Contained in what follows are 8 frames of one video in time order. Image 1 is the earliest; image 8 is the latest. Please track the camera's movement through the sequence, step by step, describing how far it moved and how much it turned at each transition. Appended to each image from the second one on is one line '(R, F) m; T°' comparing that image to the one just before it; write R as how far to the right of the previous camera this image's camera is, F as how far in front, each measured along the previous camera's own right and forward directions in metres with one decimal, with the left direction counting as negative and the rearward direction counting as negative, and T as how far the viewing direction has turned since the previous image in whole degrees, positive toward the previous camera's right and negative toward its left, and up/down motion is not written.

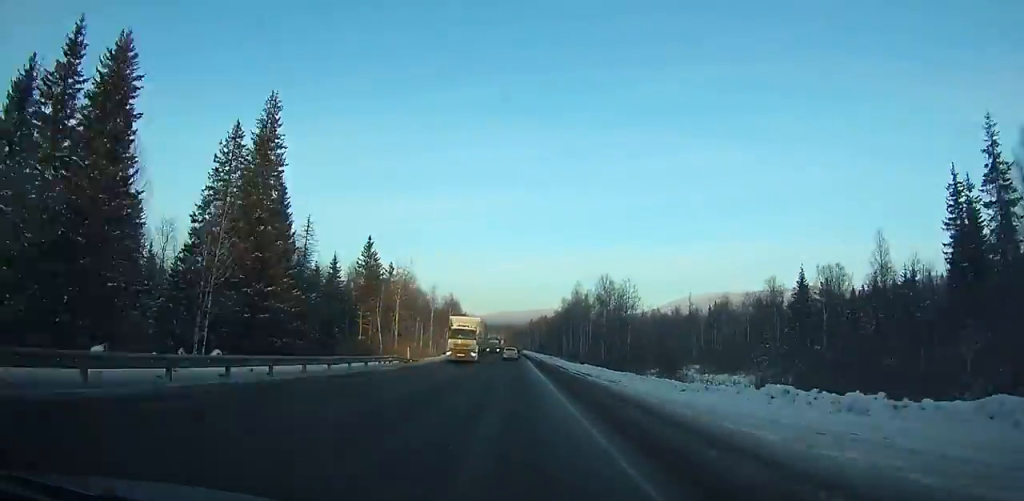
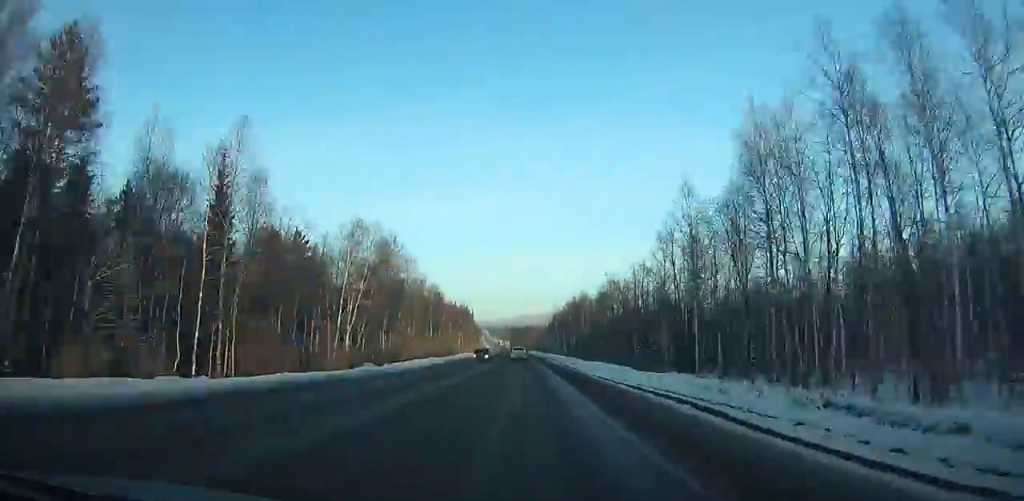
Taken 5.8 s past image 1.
(+7.5, +98.3) m; +2°
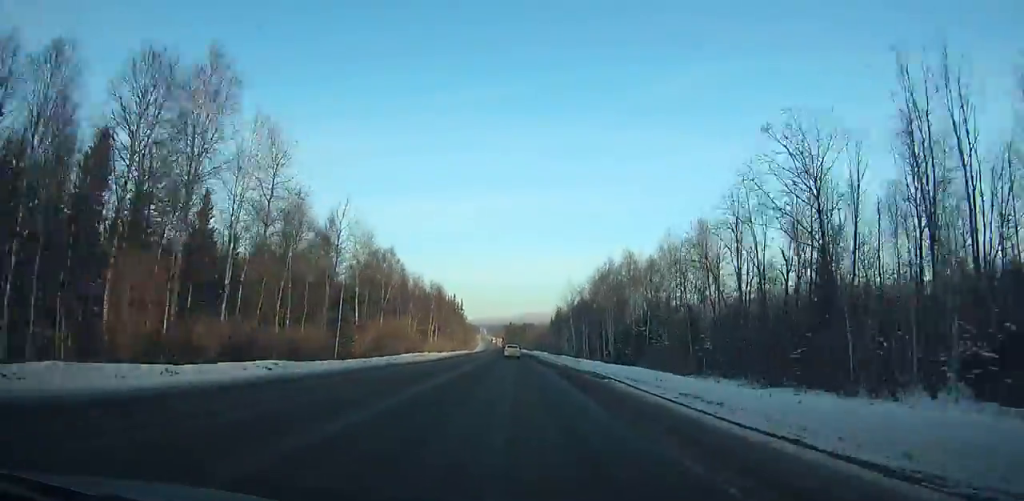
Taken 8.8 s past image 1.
(-2.0, +54.1) m; +2°
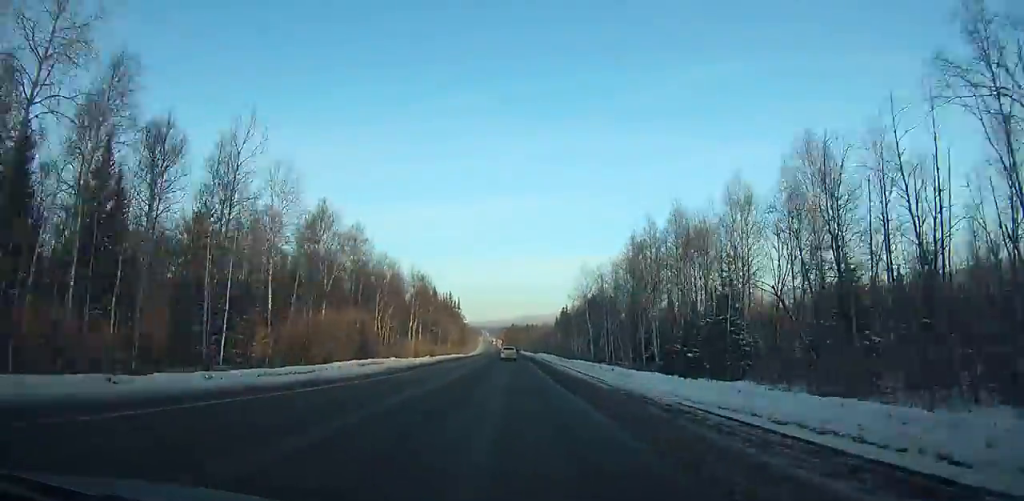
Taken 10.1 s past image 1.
(+1.5, +25.1) m; +3°
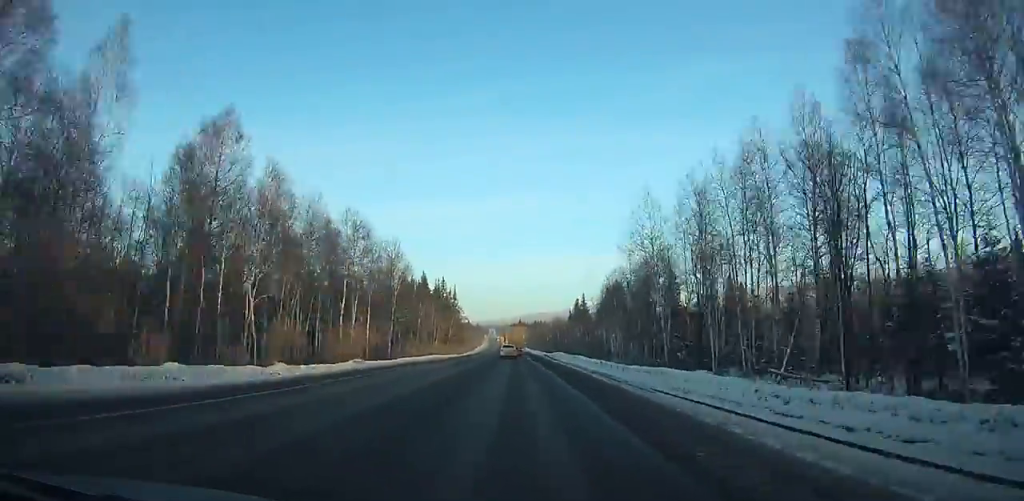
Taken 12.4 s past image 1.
(+2.2, +44.8) m; 0°
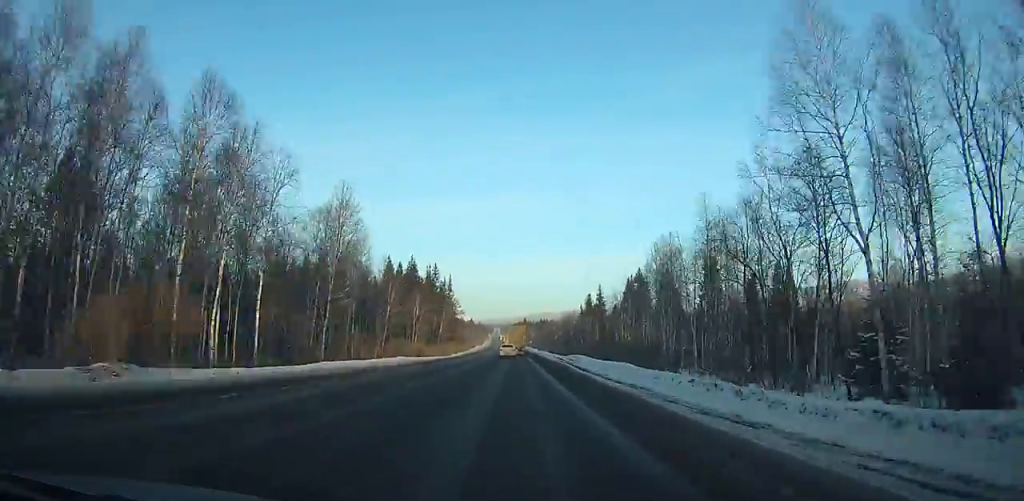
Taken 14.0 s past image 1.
(+3.6, +31.3) m; -6°
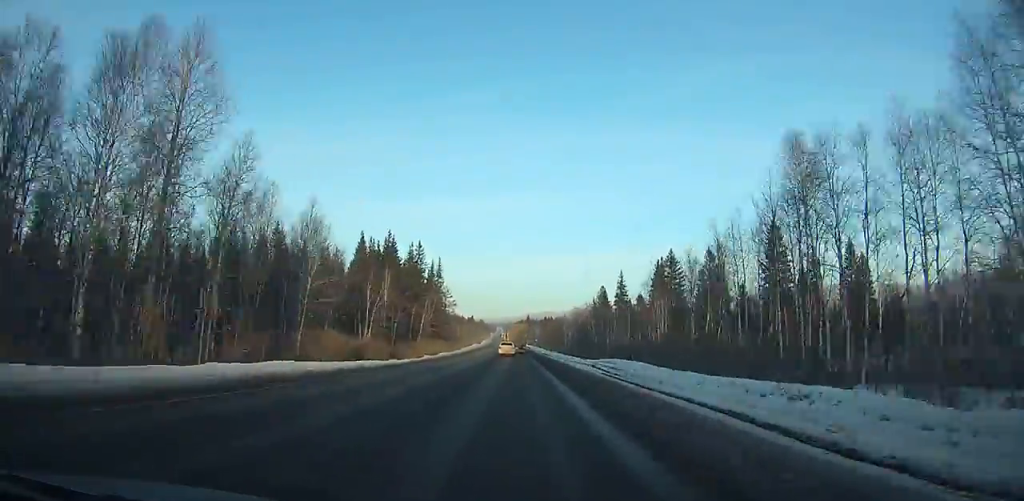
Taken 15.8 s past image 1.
(-5.0, +22.9) m; -6°
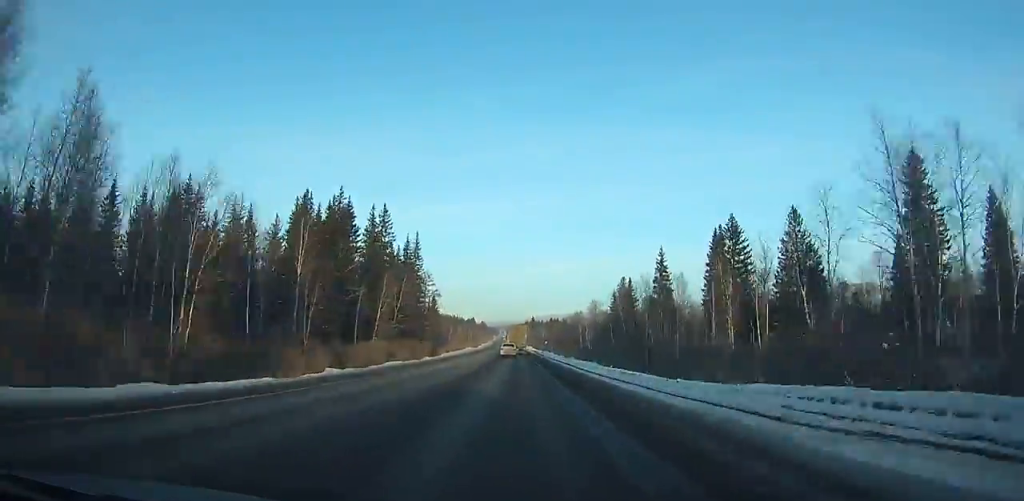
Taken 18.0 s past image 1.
(-5.5, +27.2) m; -3°
